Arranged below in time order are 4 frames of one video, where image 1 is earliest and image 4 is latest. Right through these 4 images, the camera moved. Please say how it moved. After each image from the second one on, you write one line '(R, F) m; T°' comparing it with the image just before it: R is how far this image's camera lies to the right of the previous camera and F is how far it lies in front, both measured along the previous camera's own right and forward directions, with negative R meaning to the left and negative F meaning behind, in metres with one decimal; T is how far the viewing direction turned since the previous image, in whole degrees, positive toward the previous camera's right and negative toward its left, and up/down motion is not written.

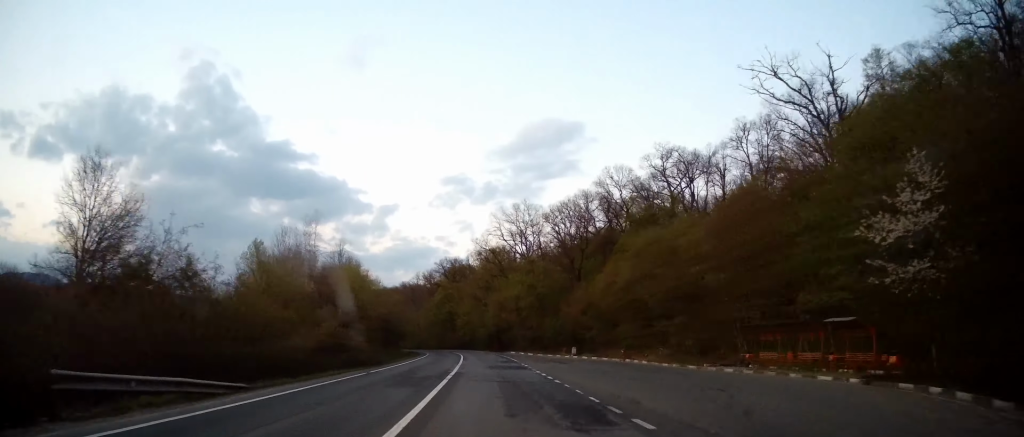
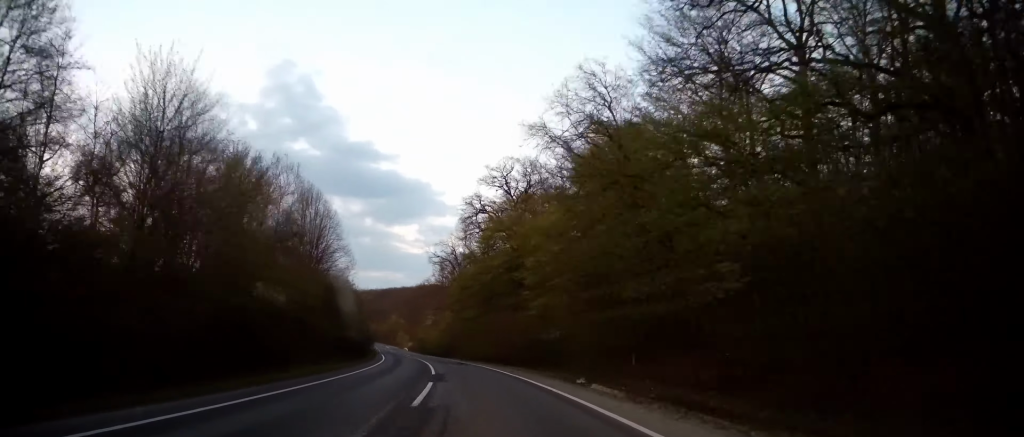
(-1.6, +78.4) m; -6°
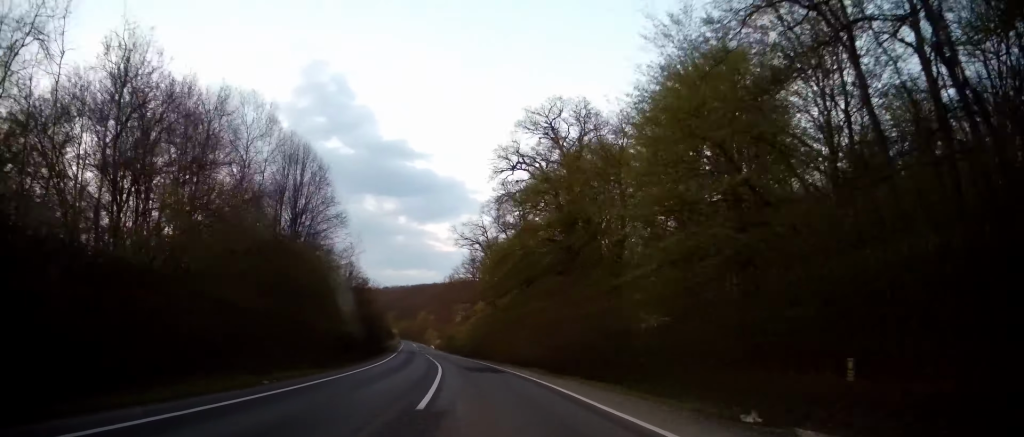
(-0.5, +14.7) m; -3°
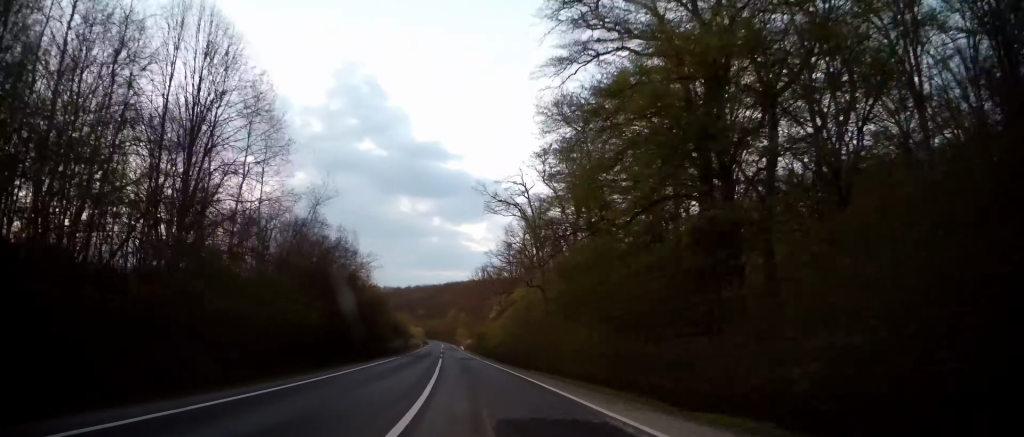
(-0.9, +22.4) m; -4°
